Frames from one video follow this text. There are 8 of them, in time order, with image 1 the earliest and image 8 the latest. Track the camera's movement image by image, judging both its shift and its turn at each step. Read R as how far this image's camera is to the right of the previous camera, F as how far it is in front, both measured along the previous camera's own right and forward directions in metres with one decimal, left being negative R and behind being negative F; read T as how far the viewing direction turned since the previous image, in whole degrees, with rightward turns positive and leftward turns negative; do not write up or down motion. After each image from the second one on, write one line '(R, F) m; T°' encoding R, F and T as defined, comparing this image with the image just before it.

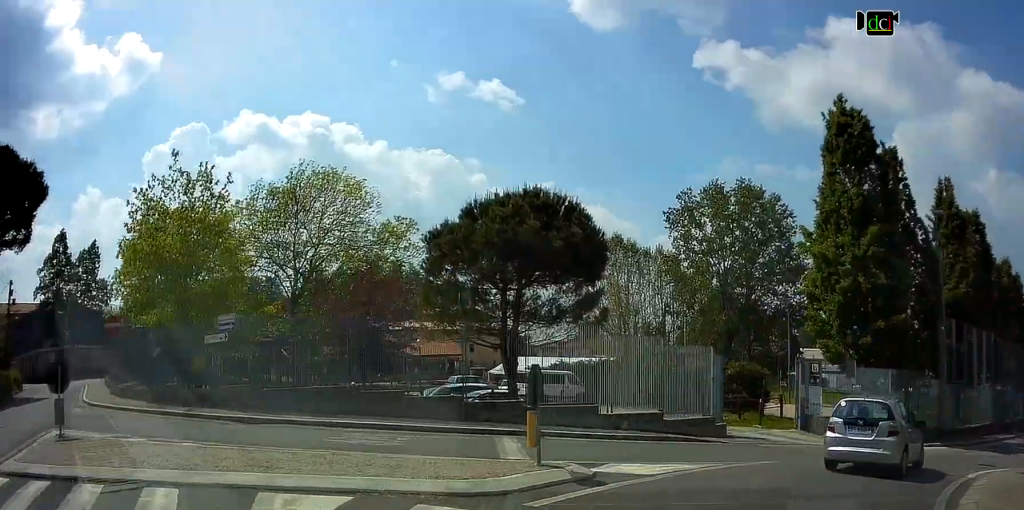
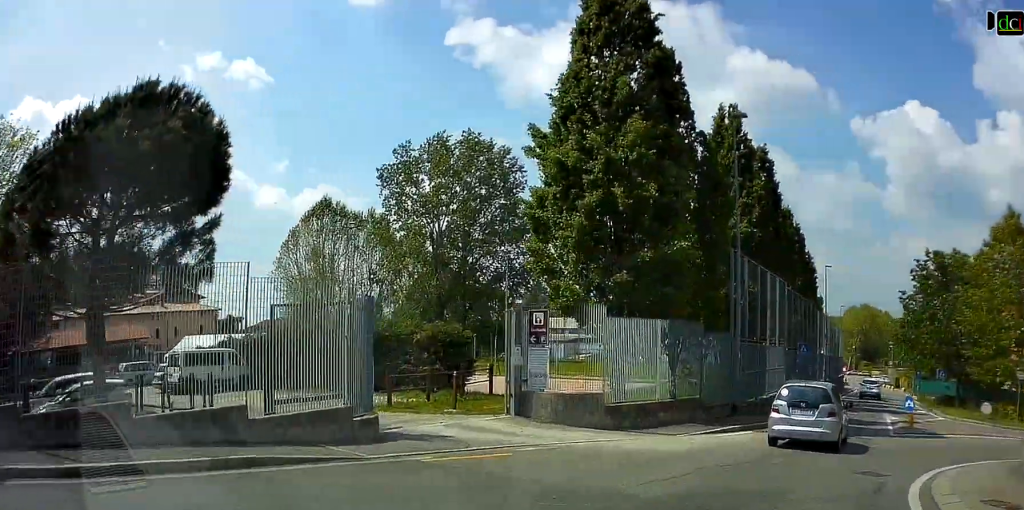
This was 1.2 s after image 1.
(+2.0, +8.8) m; +23°
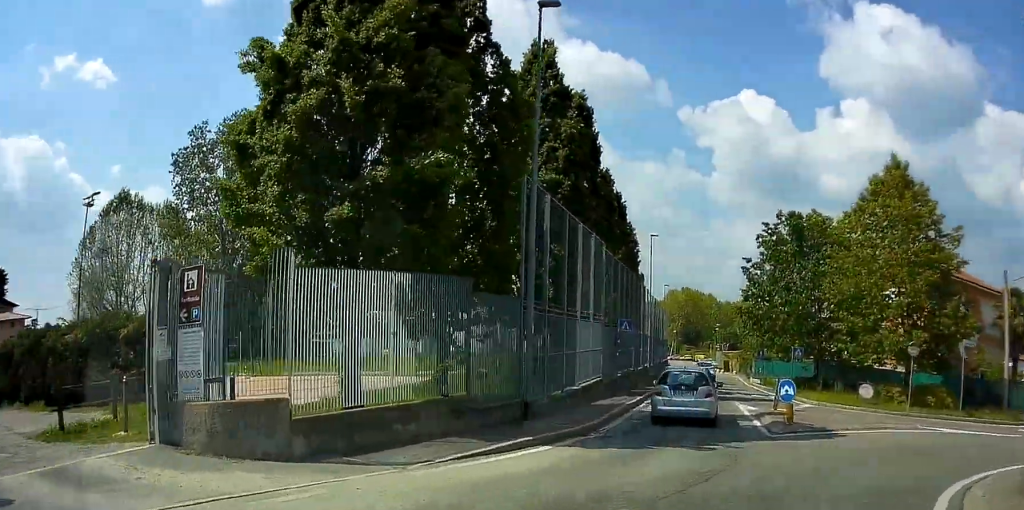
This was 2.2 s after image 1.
(+0.9, +7.2) m; +8°
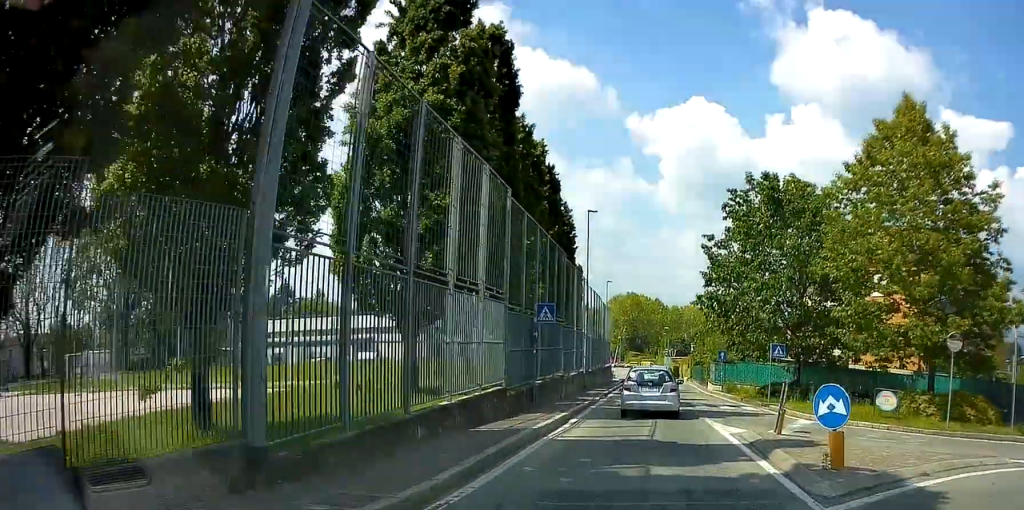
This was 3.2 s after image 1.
(+0.3, +8.6) m; +5°
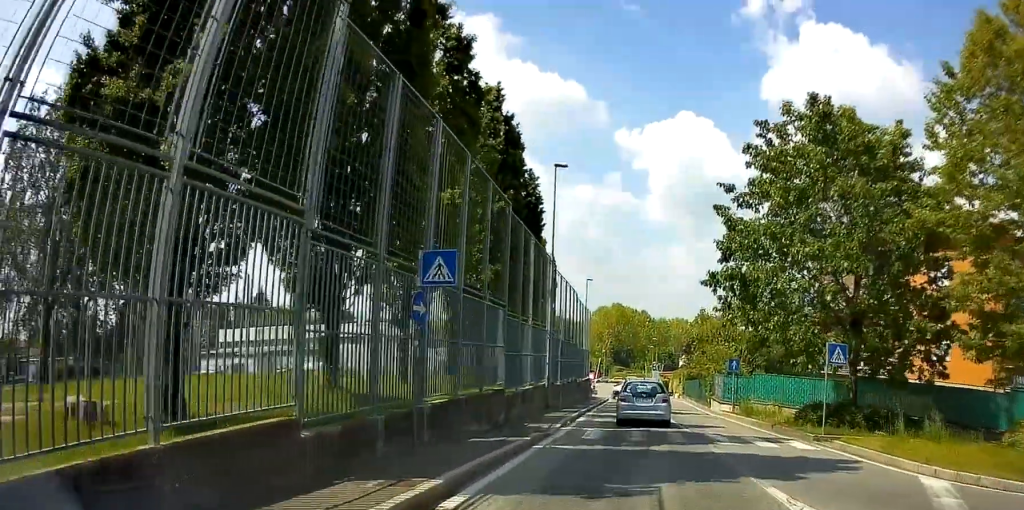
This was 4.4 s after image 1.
(+0.4, +10.4) m; +2°
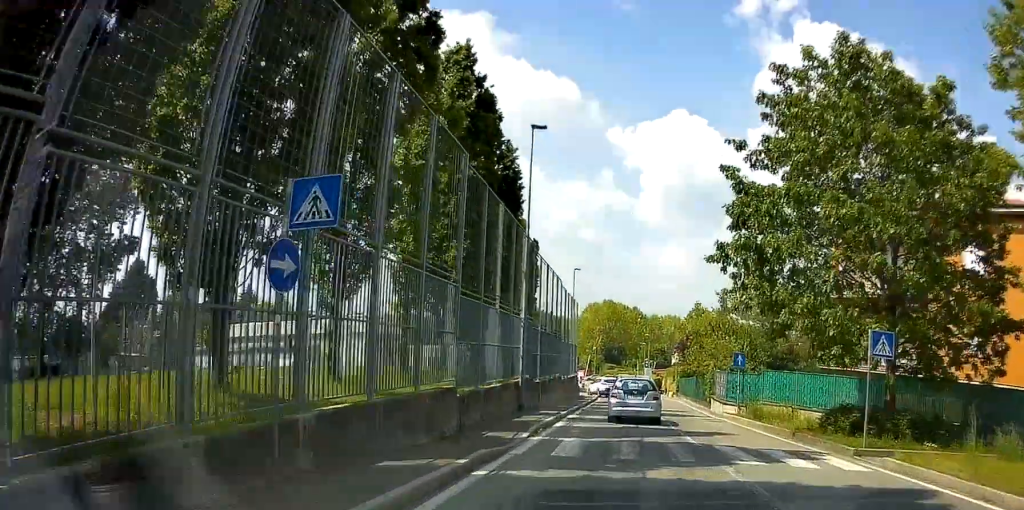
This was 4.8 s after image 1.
(-0.1, +4.3) m; 0°
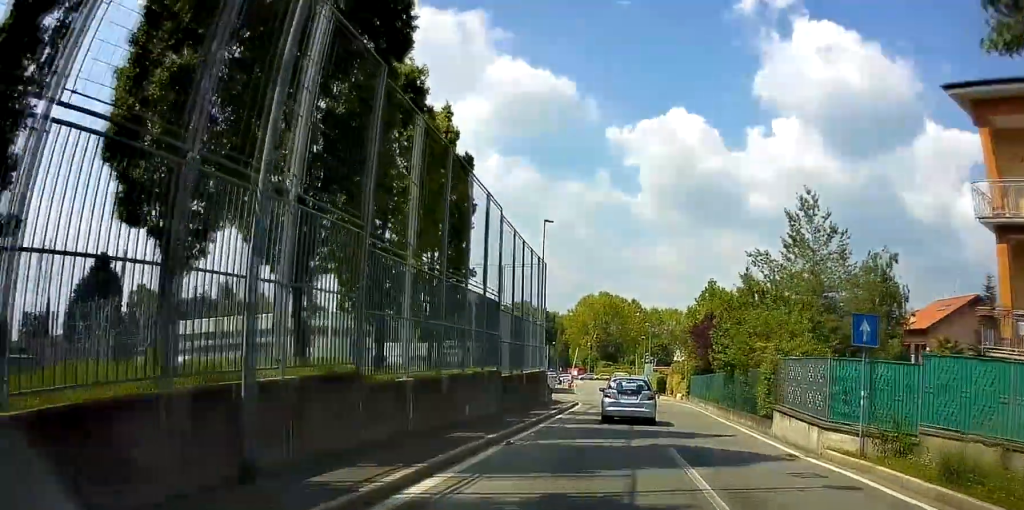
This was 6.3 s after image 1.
(-0.1, +15.8) m; -1°
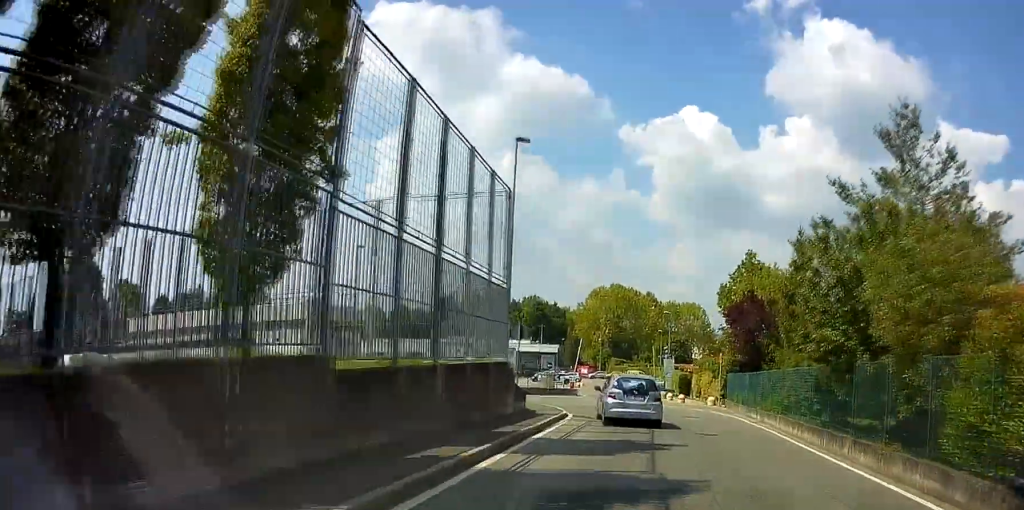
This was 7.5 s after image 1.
(-0.1, +12.5) m; -3°
